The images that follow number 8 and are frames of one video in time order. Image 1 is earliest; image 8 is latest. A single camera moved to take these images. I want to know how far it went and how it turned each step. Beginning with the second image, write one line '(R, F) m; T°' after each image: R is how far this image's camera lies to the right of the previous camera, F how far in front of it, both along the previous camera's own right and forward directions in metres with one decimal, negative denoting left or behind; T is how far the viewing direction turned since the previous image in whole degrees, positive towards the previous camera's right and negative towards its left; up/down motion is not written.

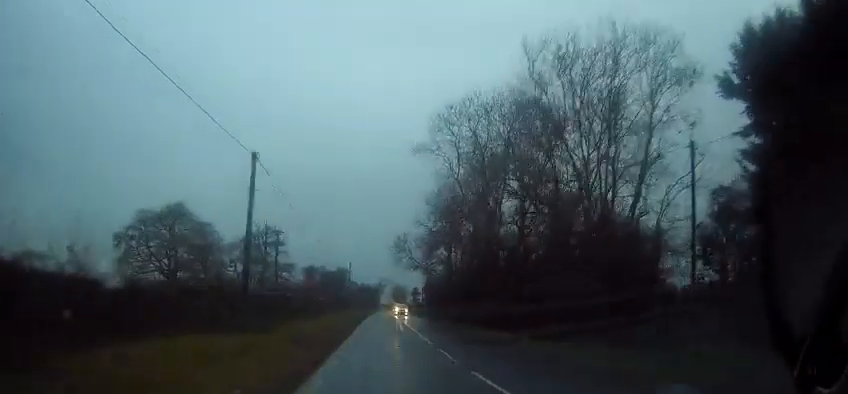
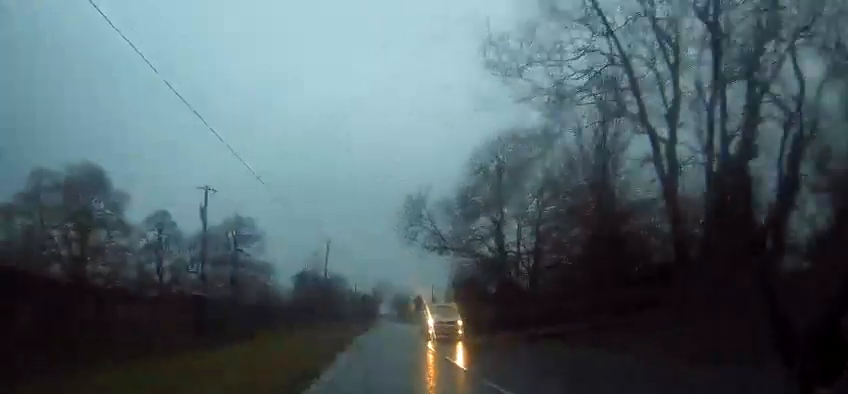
(0.0, +26.1) m; 0°
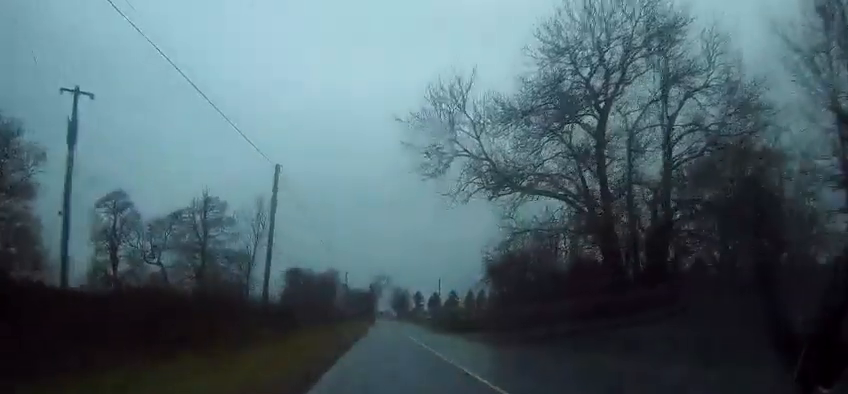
(0.0, +17.3) m; +1°
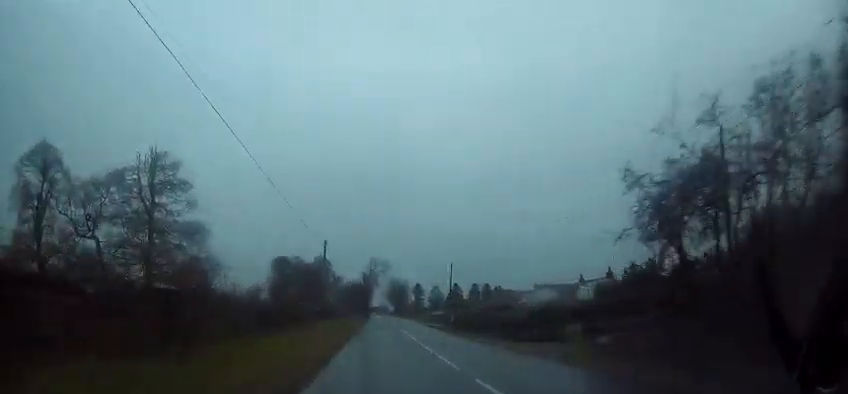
(+0.2, +20.5) m; 0°
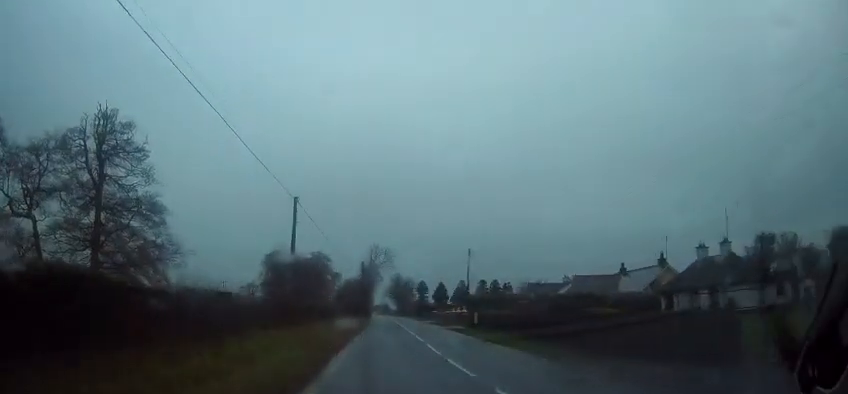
(0.0, +14.4) m; 0°
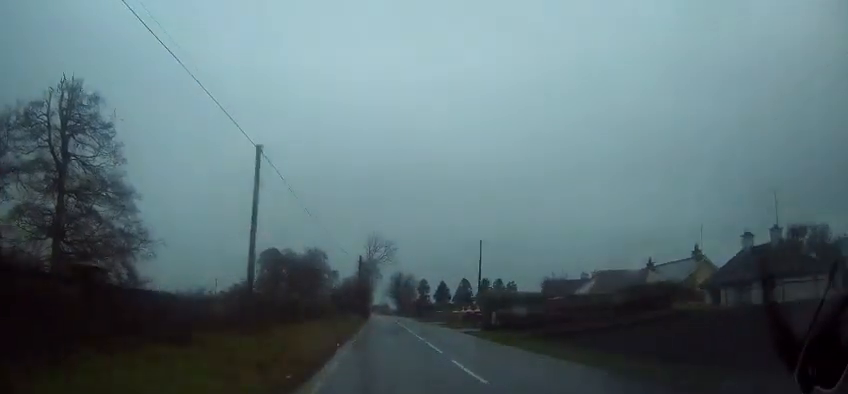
(-0.1, +7.6) m; 0°
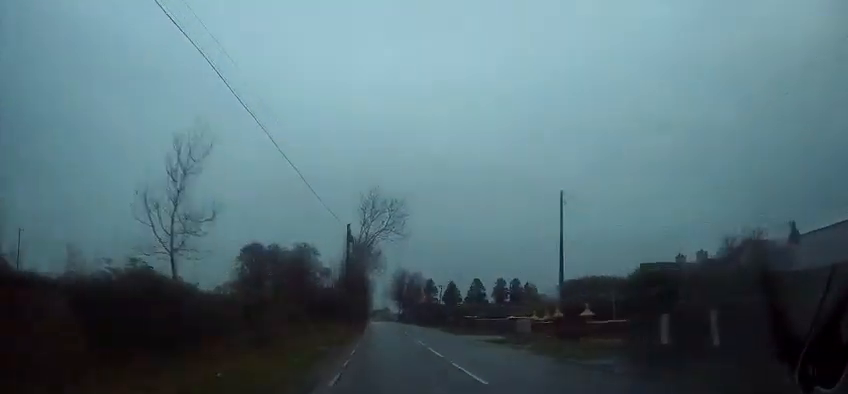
(+0.2, +25.8) m; +1°
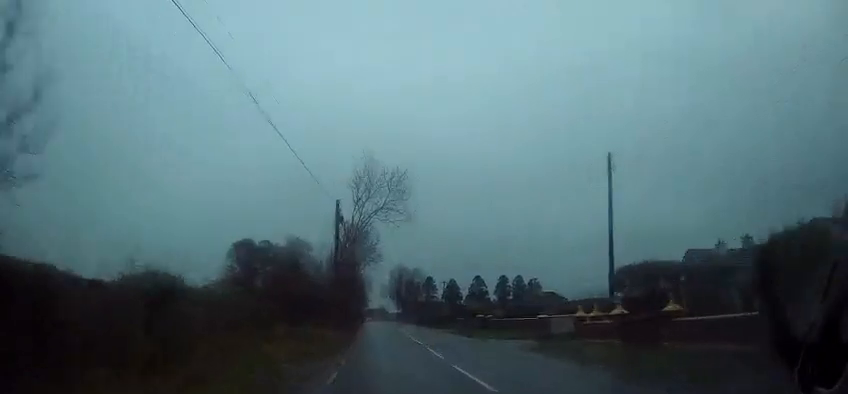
(0.0, +7.4) m; 0°
